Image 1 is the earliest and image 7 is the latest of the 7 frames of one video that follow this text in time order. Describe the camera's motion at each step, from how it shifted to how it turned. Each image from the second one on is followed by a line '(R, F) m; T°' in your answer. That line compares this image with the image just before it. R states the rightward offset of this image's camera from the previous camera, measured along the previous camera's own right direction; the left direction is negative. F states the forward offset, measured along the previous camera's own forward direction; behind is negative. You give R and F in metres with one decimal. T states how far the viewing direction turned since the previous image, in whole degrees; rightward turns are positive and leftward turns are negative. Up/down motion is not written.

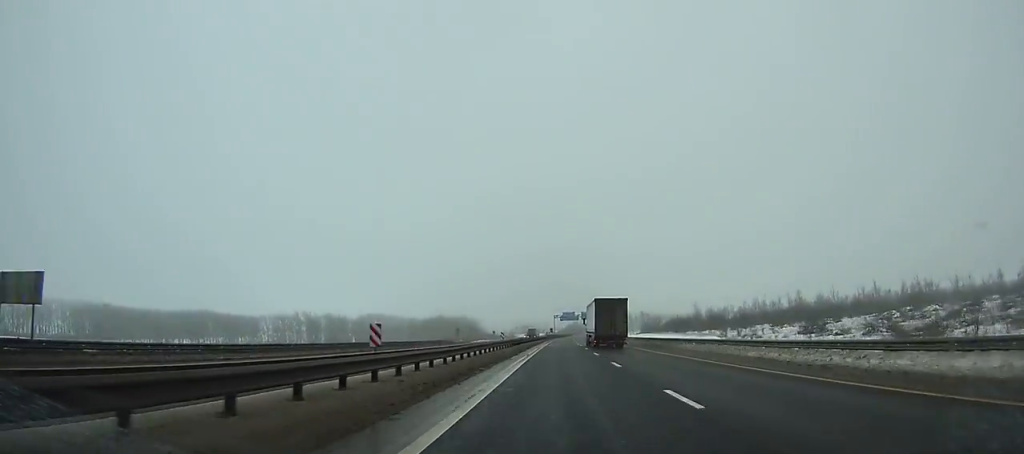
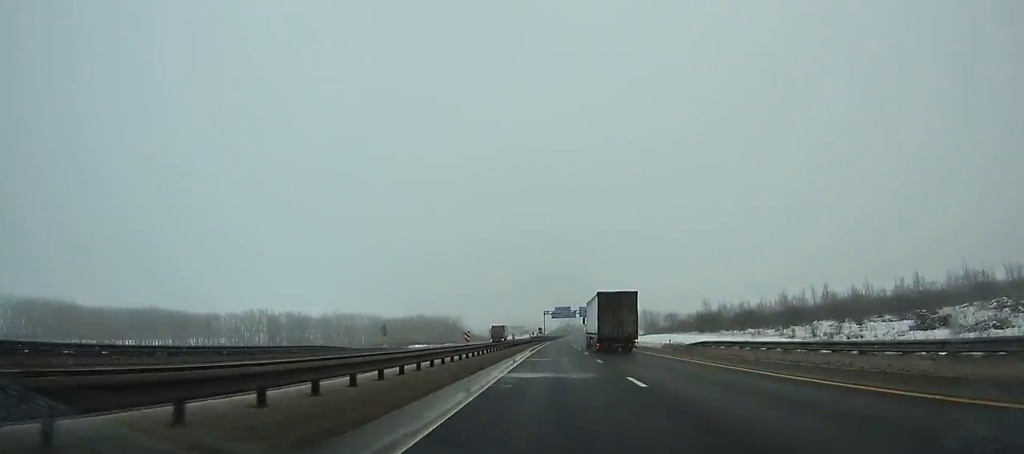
(0.0, +46.1) m; +1°
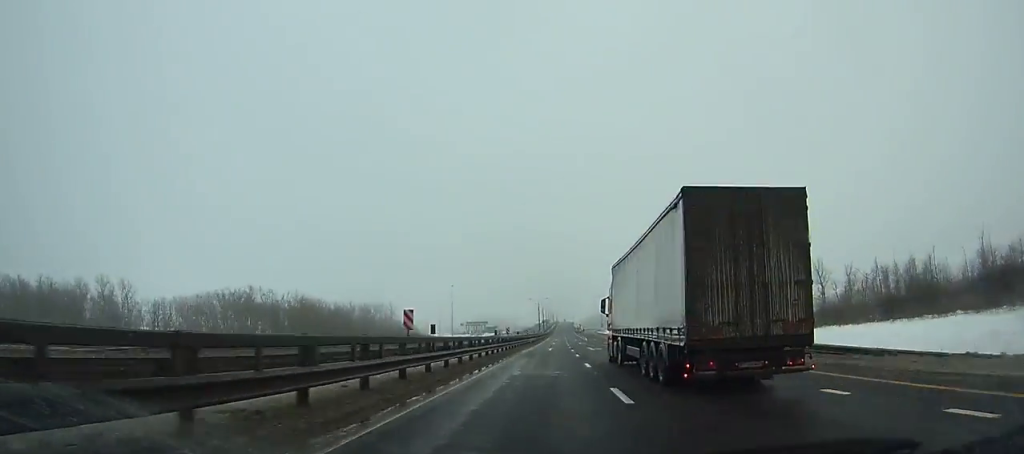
(+2.8, +163.3) m; +2°
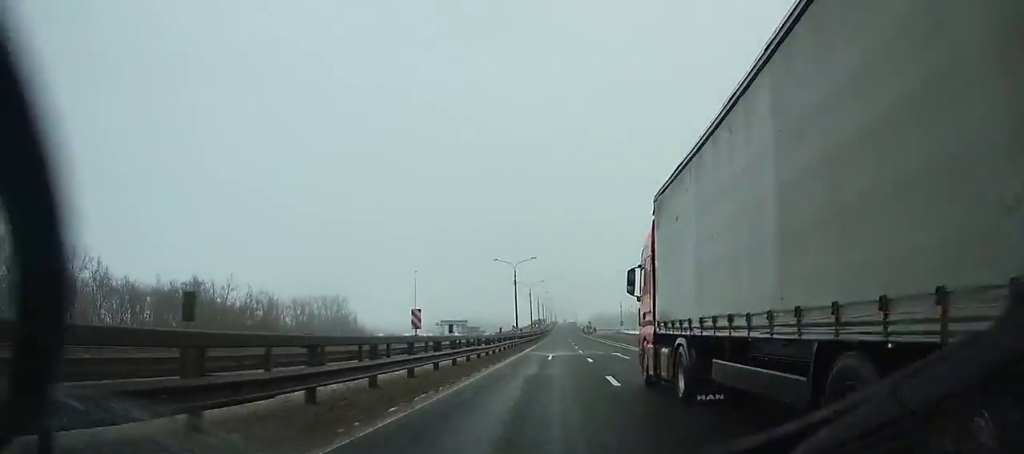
(+0.2, +80.6) m; 0°
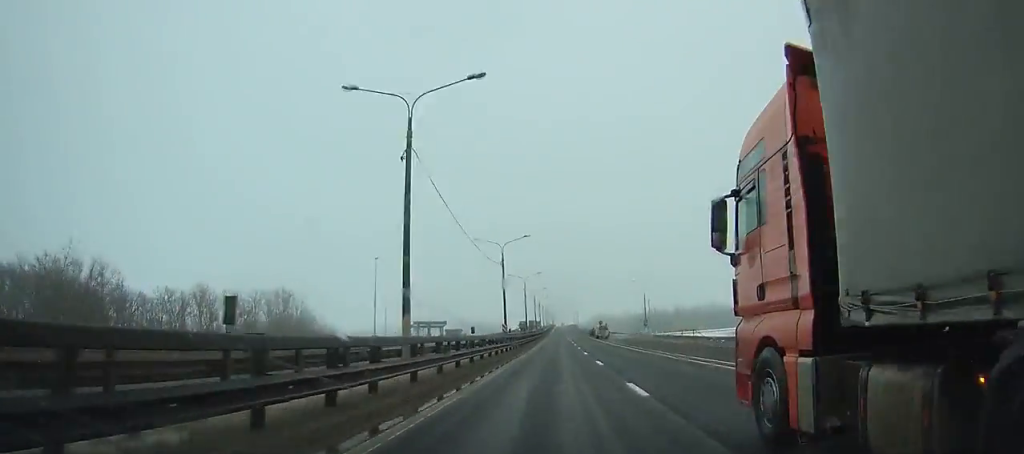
(+0.3, +49.7) m; +1°
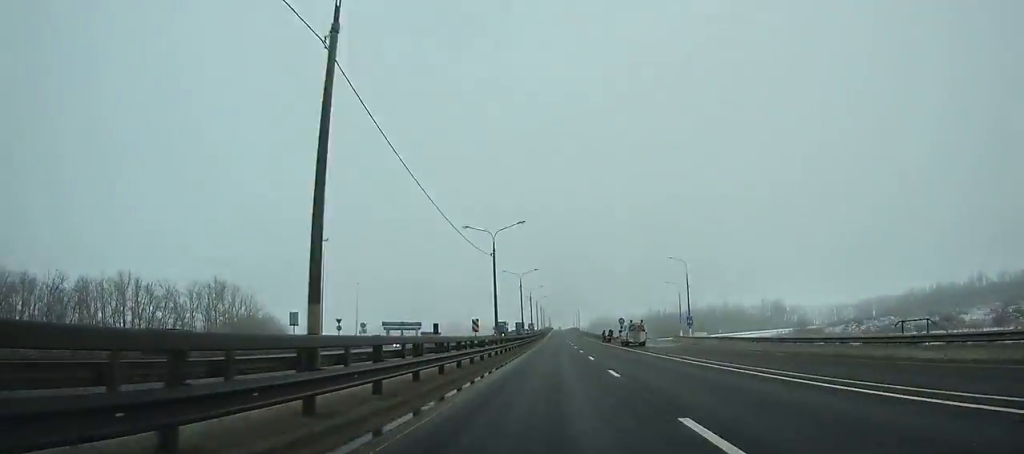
(0.0, +41.2) m; 0°
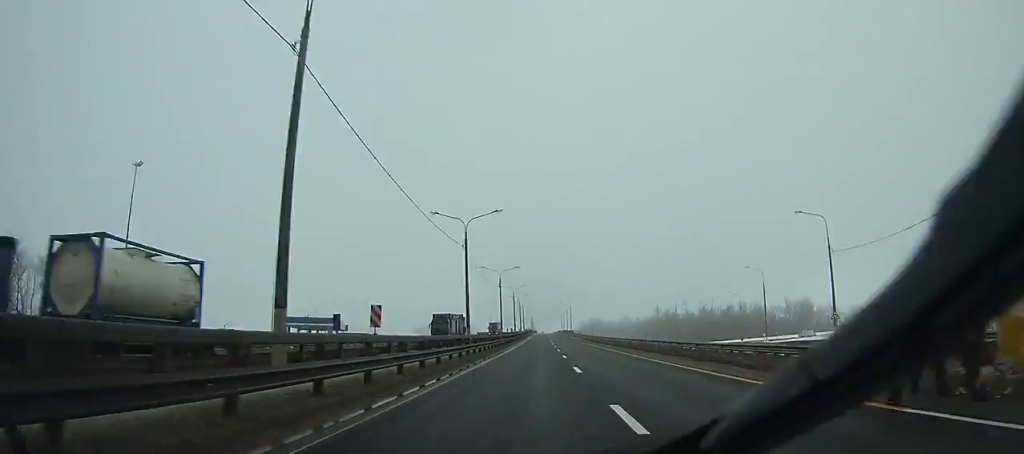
(+0.6, +68.3) m; +1°
